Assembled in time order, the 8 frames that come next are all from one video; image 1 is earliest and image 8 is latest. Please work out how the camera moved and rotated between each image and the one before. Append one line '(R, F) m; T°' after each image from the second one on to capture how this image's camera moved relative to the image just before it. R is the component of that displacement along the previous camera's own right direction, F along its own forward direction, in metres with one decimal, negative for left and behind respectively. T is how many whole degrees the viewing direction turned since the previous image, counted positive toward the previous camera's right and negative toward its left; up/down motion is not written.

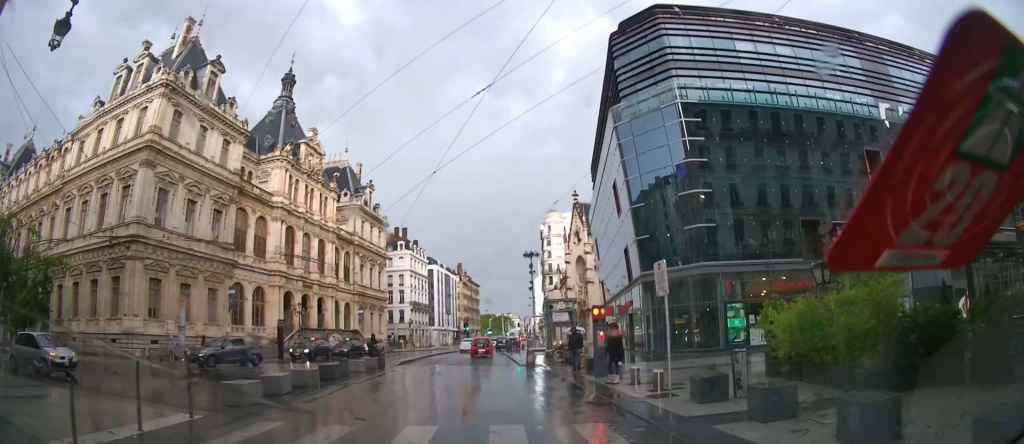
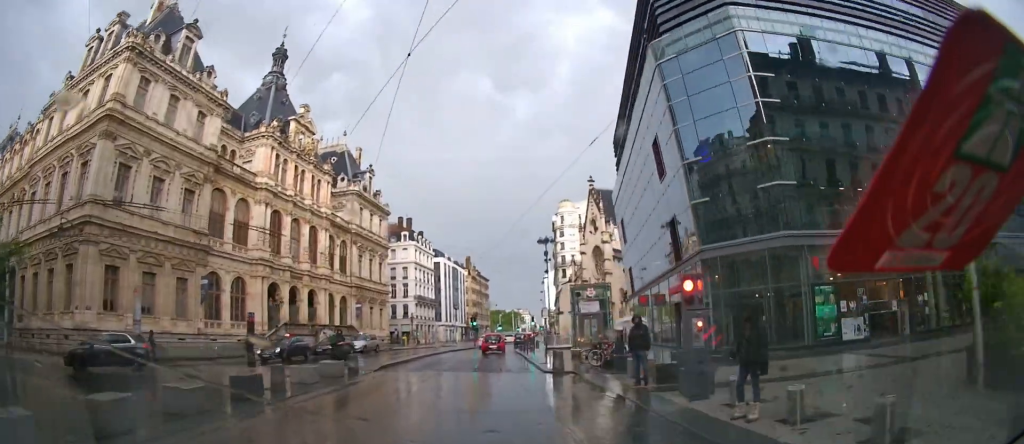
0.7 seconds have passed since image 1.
(-0.2, +7.0) m; +1°
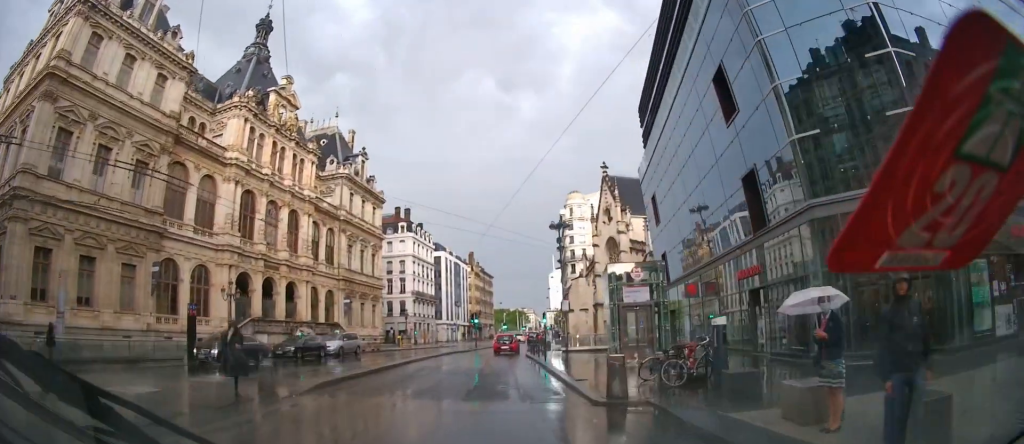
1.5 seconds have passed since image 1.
(+0.6, +6.6) m; +3°
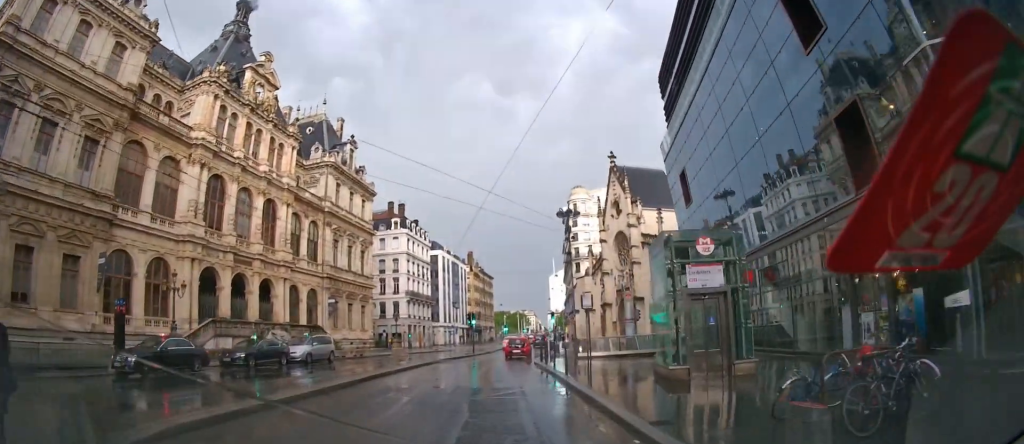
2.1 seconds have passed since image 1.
(-0.3, +6.6) m; -2°
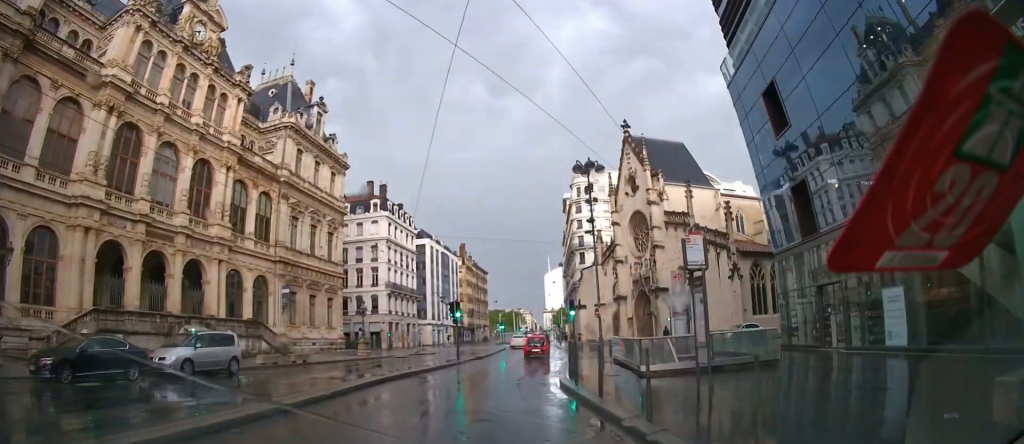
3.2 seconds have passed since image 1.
(-0.3, +12.5) m; -1°
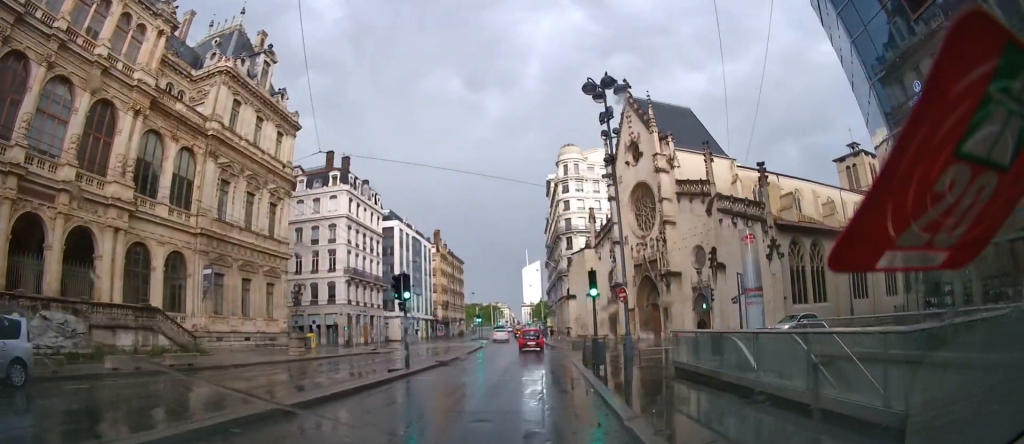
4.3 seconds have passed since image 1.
(+0.1, +10.8) m; 0°
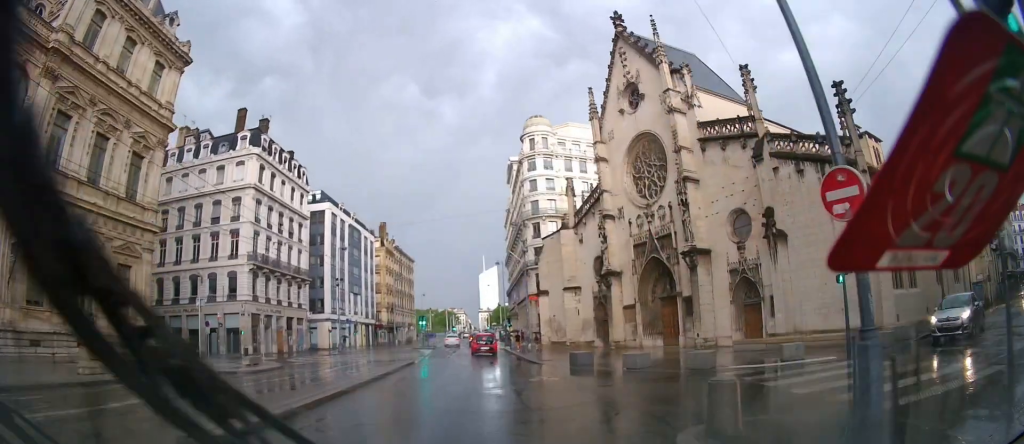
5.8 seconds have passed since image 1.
(+0.6, +16.6) m; +6°
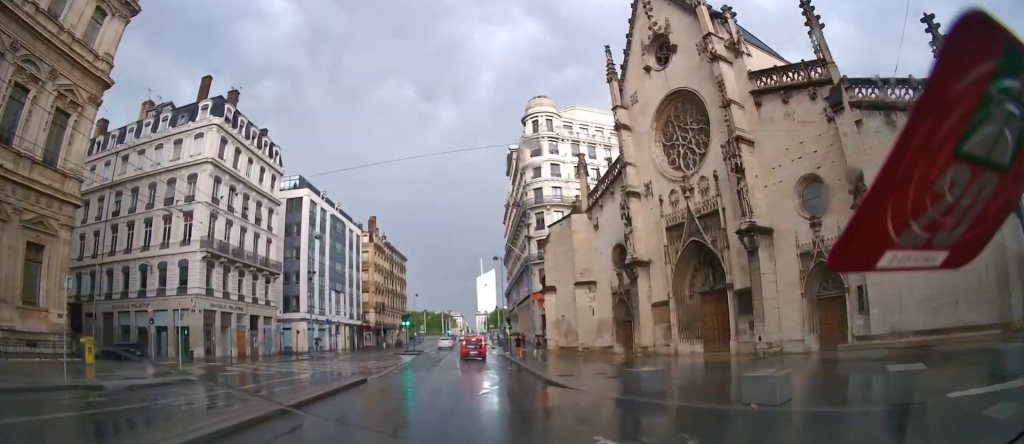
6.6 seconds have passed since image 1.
(+0.4, +8.3) m; +2°
